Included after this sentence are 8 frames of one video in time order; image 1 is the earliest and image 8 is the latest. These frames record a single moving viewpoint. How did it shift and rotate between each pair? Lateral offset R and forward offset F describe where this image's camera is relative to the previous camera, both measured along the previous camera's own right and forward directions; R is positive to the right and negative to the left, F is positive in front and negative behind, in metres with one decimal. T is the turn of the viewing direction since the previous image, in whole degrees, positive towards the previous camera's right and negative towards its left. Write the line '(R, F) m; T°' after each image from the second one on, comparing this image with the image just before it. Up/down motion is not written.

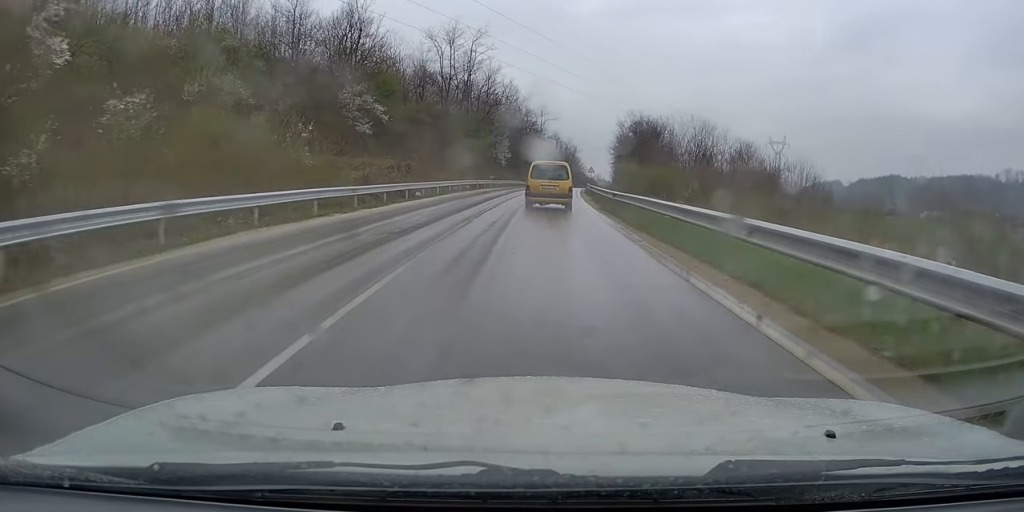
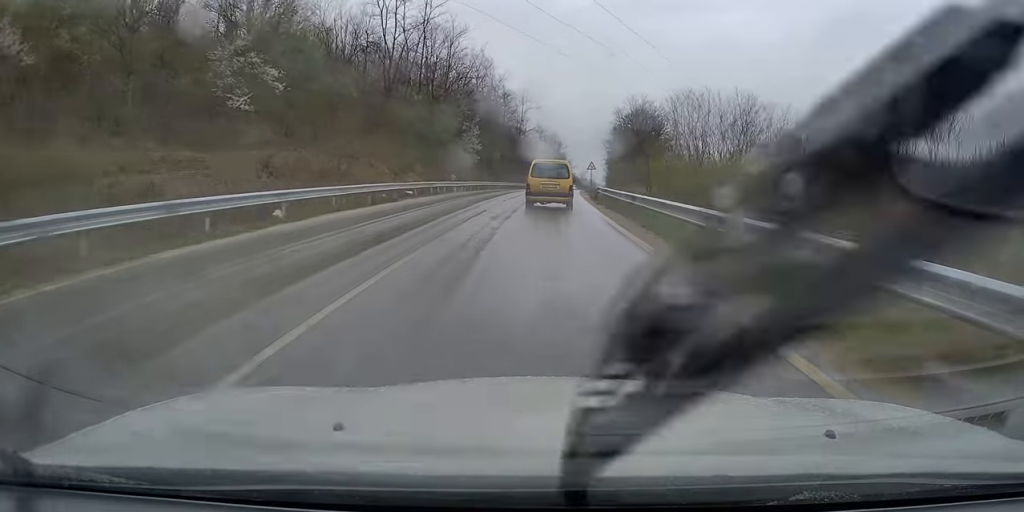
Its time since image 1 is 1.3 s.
(+0.4, +21.9) m; +3°
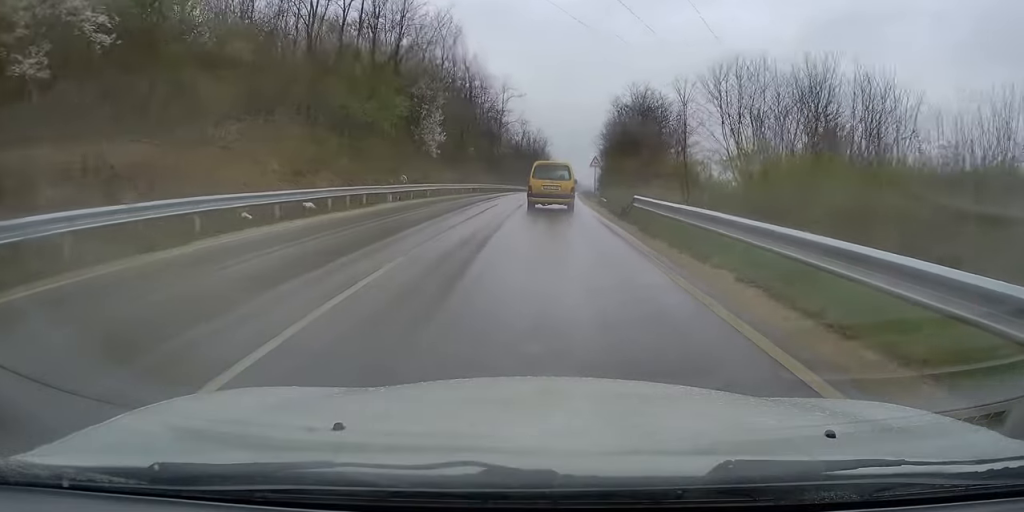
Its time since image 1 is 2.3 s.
(+0.4, +16.3) m; +2°
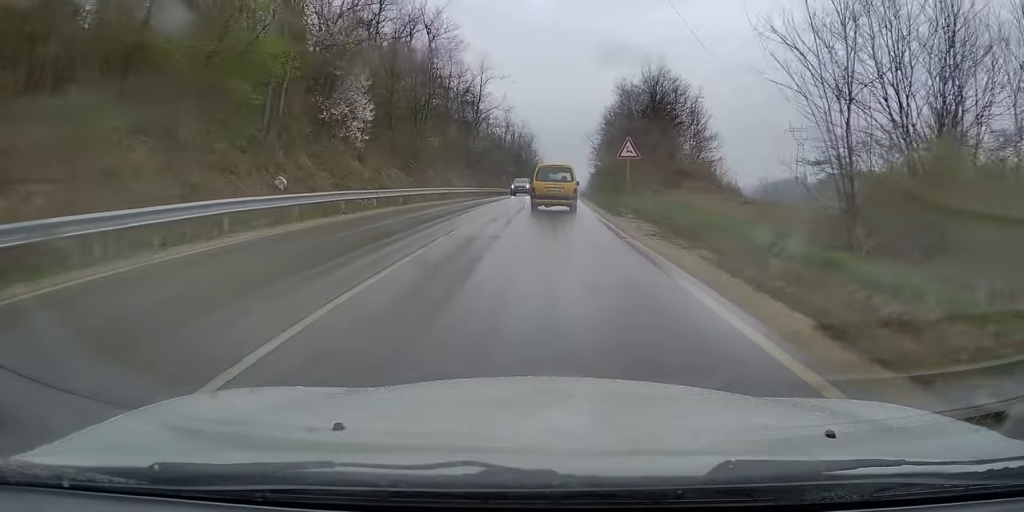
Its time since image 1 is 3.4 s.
(+0.2, +19.0) m; 0°
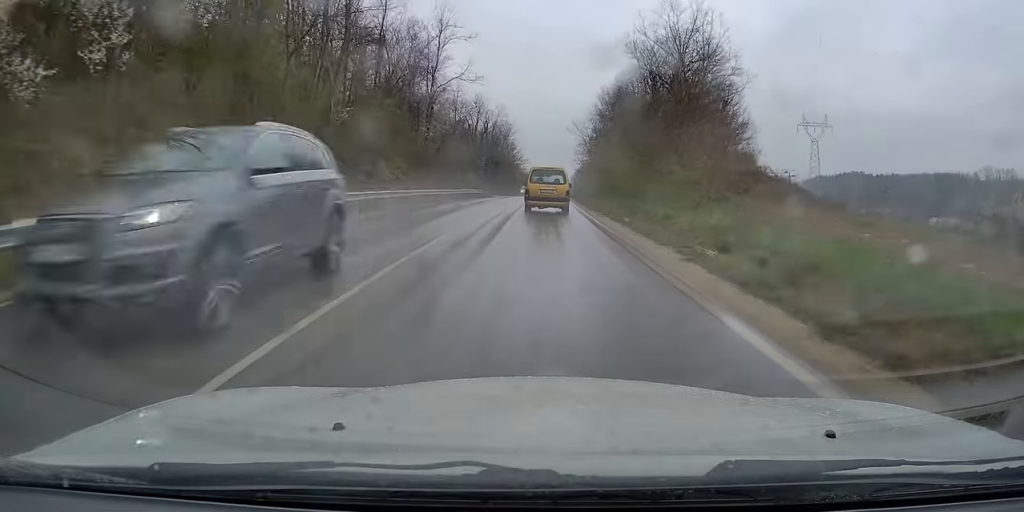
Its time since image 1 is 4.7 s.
(0.0, +21.7) m; +1°
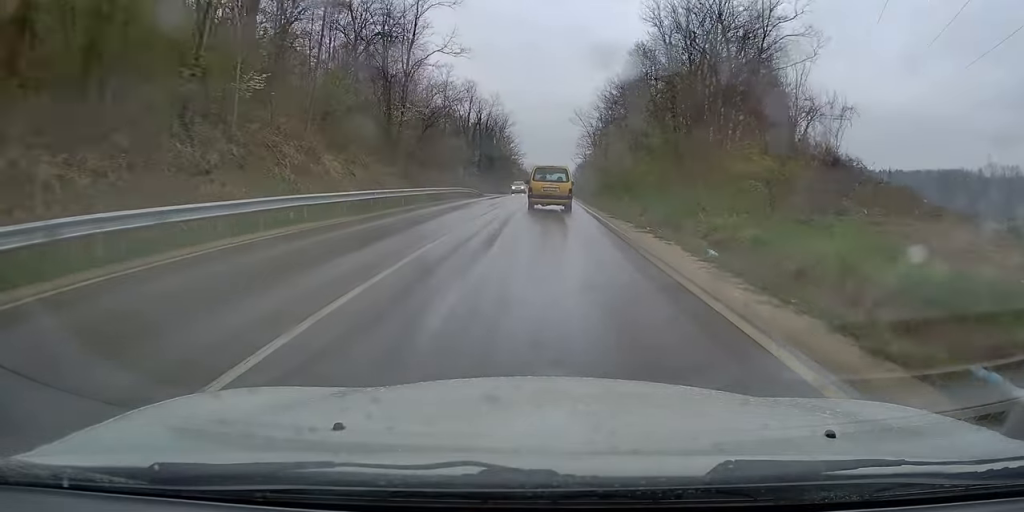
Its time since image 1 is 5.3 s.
(+0.1, +10.7) m; +1°
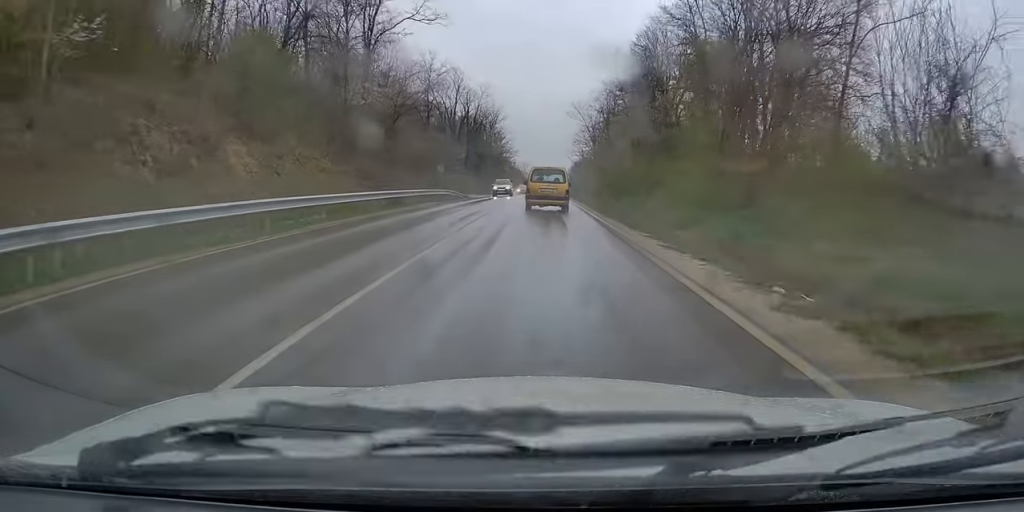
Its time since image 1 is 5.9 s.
(-0.1, +9.6) m; +1°
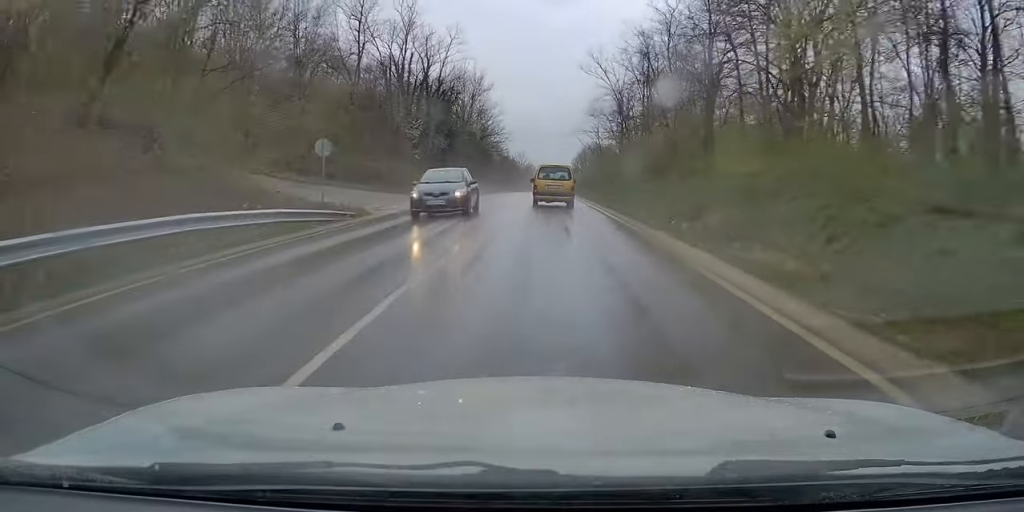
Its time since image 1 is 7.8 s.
(+0.1, +32.2) m; 0°
